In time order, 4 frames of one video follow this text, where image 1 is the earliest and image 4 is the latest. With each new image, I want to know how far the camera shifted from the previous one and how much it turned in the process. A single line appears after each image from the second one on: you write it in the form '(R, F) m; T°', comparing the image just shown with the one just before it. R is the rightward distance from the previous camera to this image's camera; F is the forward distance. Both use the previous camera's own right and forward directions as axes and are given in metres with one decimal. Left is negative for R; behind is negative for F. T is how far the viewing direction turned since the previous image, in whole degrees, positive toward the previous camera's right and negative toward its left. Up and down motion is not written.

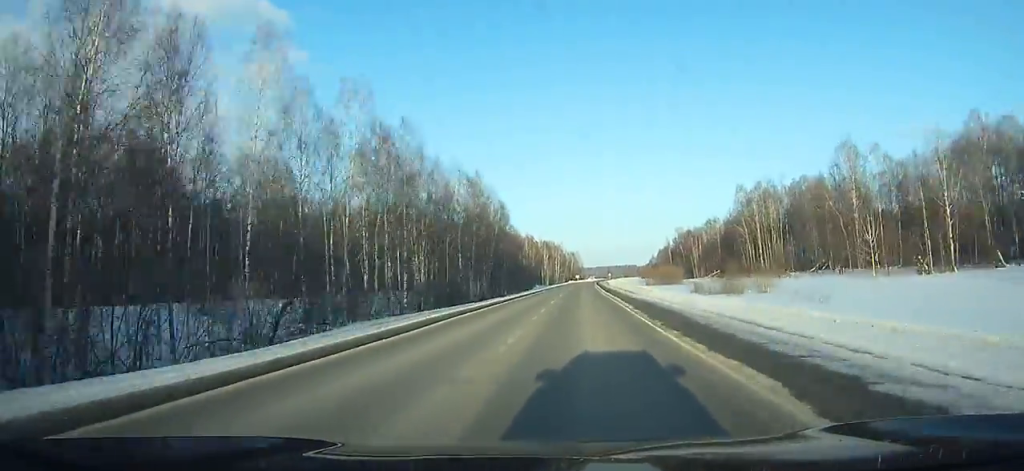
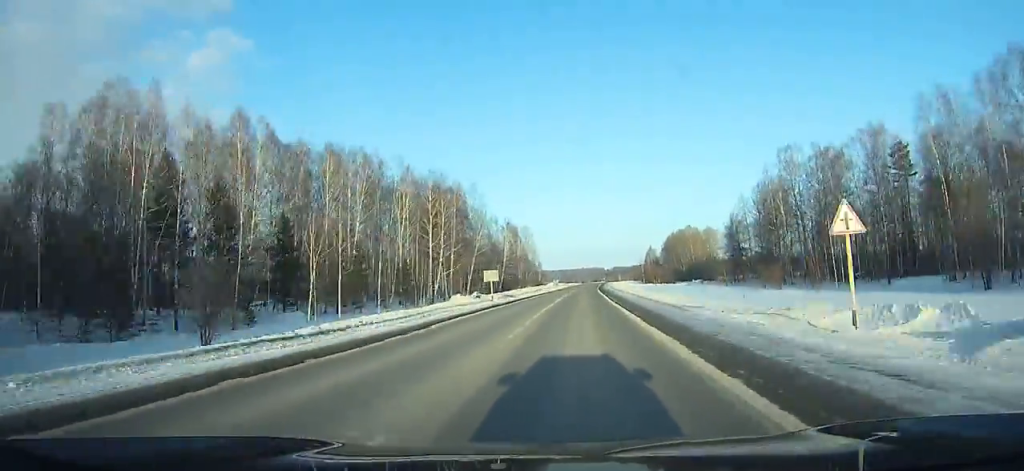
(+3.8, +199.7) m; +3°
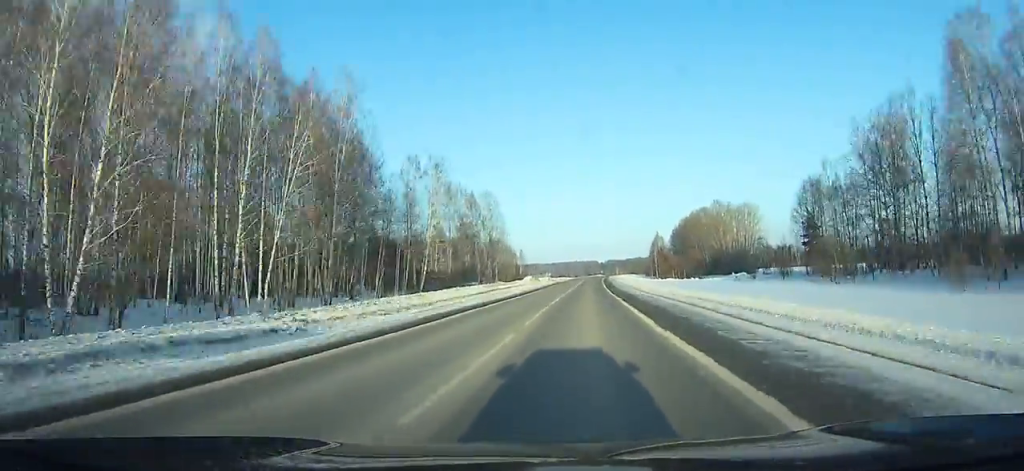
(+0.2, +62.1) m; +1°
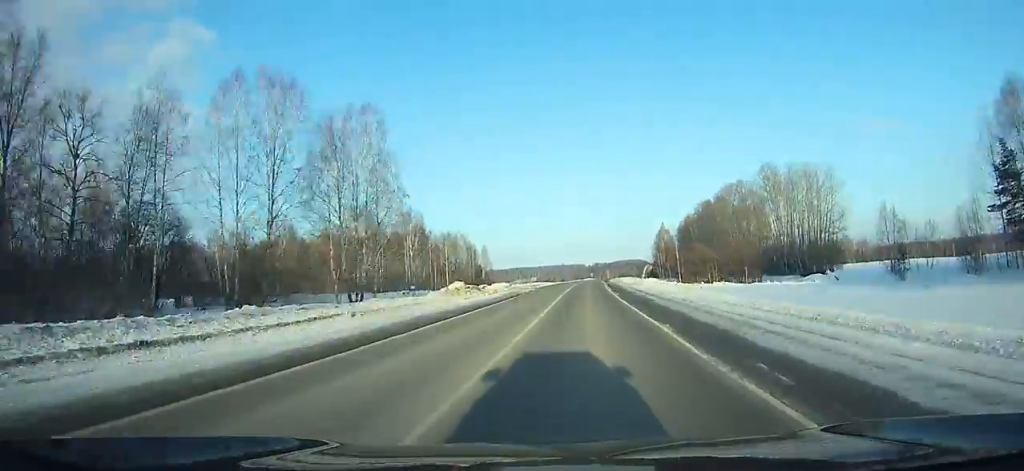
(+1.3, +64.7) m; +1°
